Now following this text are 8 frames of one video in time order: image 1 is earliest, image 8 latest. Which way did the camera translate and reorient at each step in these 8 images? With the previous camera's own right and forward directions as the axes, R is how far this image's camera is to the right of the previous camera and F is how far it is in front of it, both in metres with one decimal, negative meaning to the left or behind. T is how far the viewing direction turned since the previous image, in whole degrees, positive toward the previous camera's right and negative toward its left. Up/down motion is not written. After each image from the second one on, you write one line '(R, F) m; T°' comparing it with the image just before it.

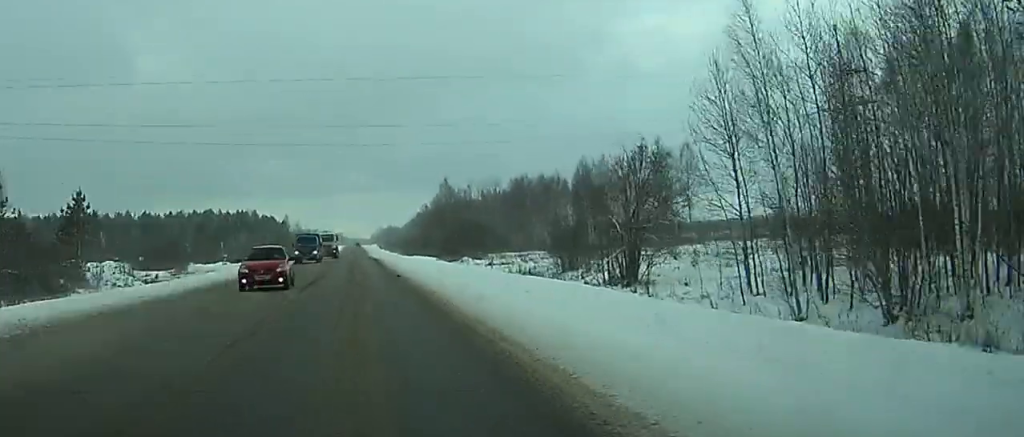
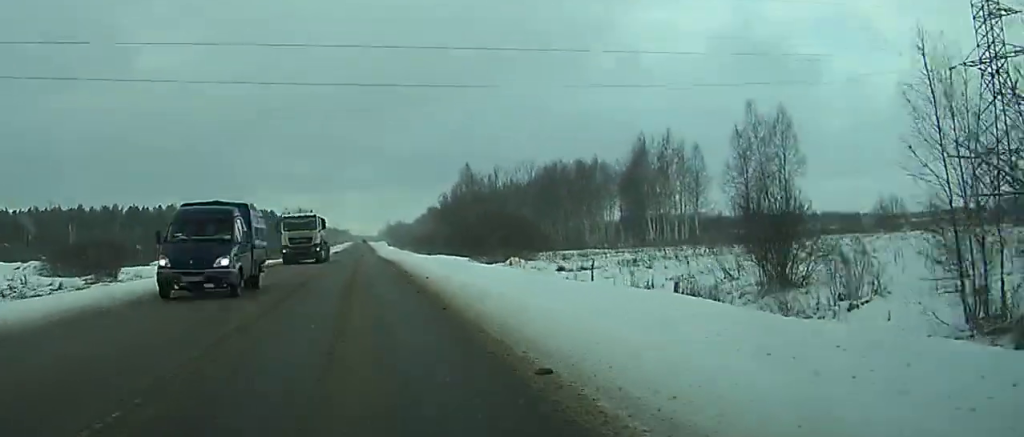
(0.0, +29.1) m; 0°
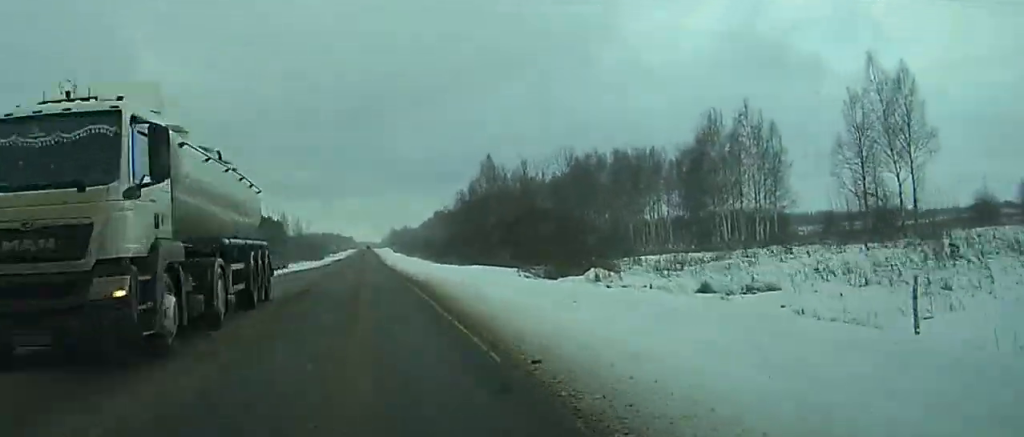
(0.0, +24.9) m; 0°
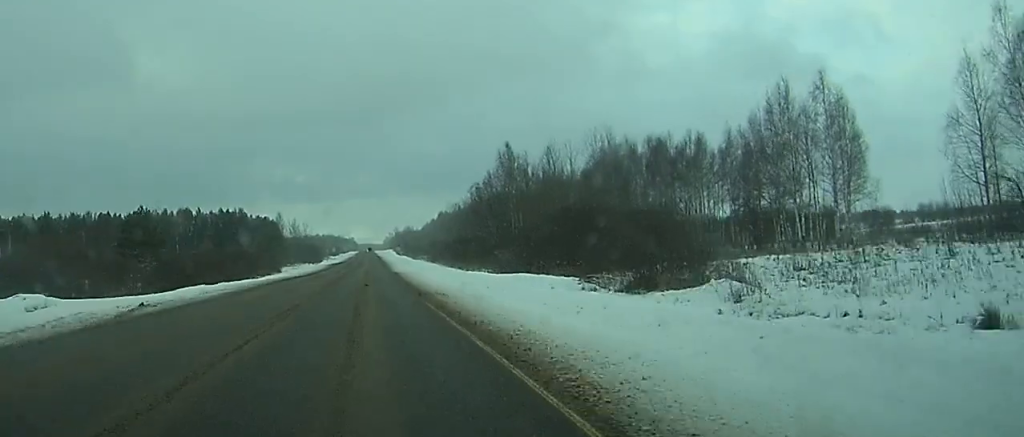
(0.0, +17.2) m; 0°
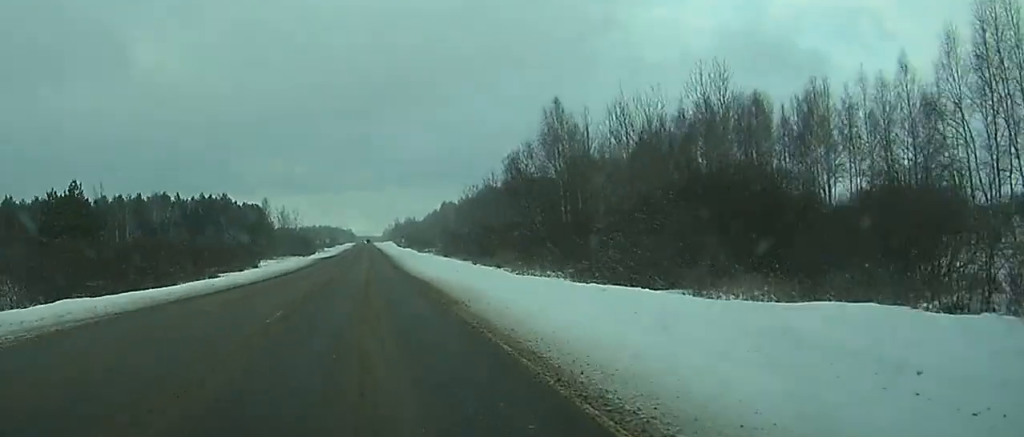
(0.0, +32.1) m; 0°
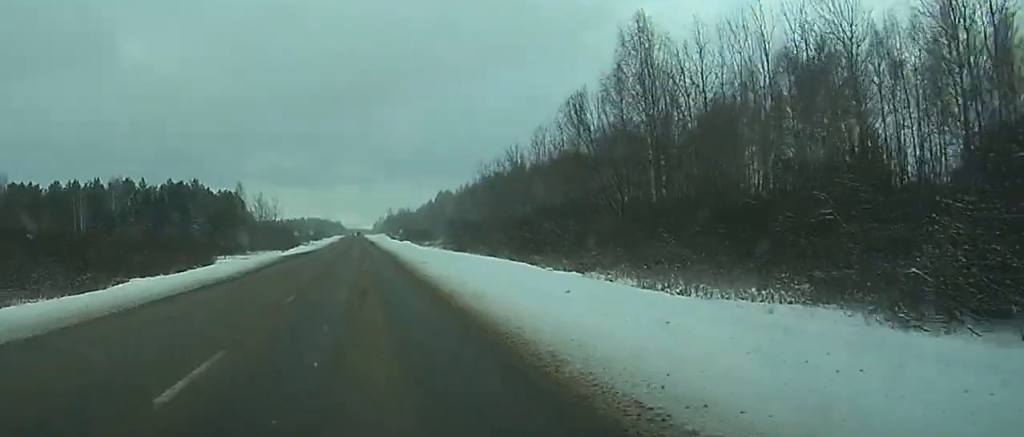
(0.0, +31.4) m; 0°
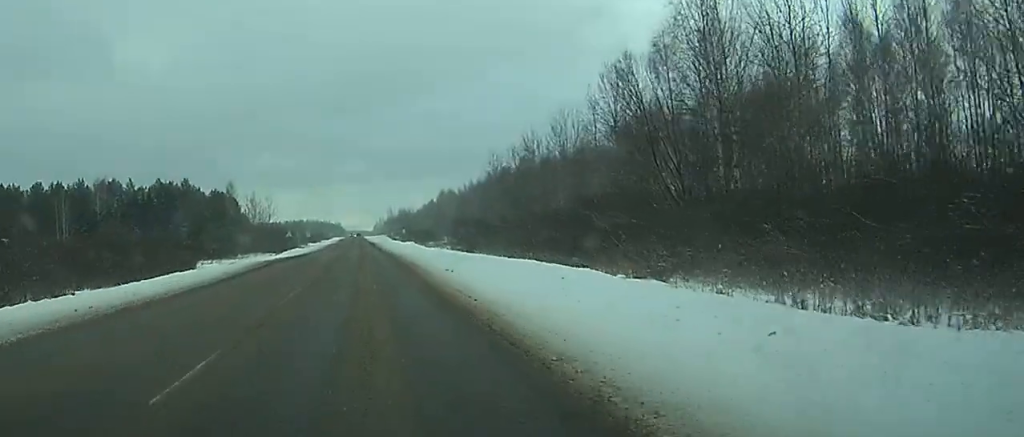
(0.0, +12.2) m; 0°
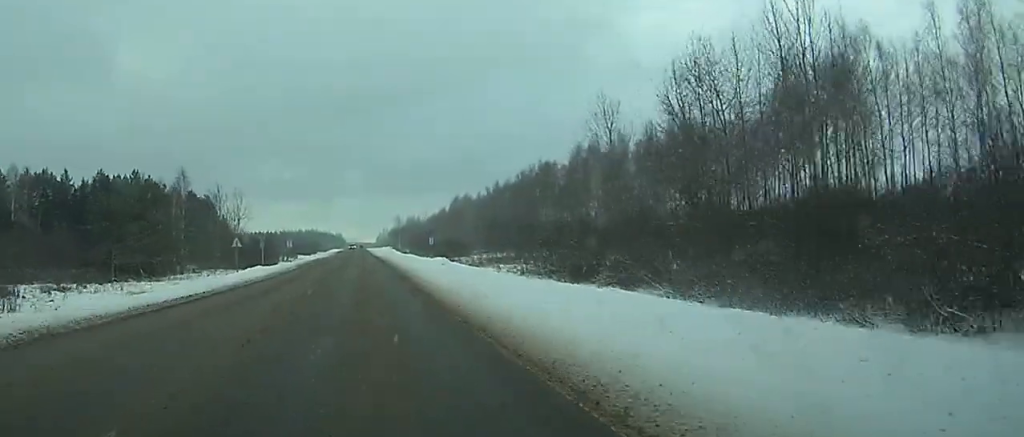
(+0.3, +52.4) m; 0°
